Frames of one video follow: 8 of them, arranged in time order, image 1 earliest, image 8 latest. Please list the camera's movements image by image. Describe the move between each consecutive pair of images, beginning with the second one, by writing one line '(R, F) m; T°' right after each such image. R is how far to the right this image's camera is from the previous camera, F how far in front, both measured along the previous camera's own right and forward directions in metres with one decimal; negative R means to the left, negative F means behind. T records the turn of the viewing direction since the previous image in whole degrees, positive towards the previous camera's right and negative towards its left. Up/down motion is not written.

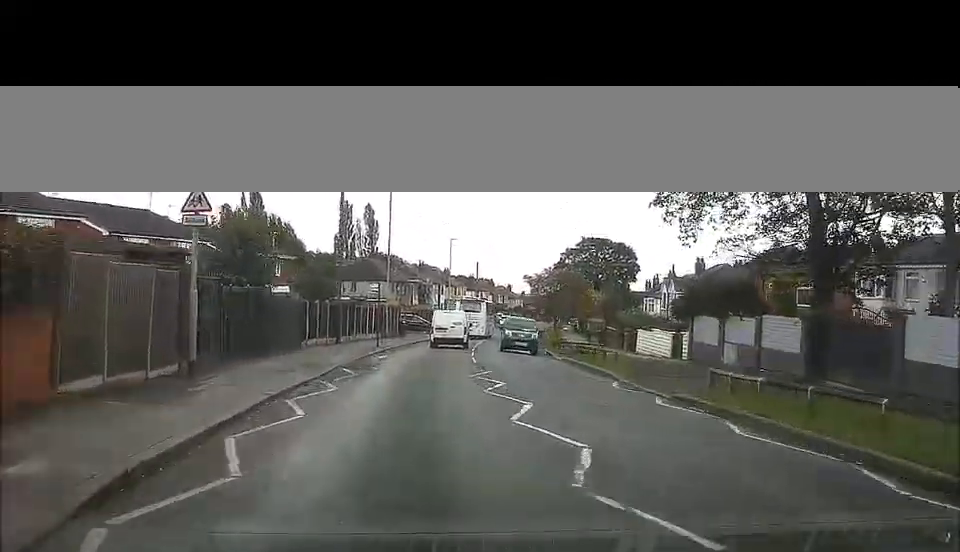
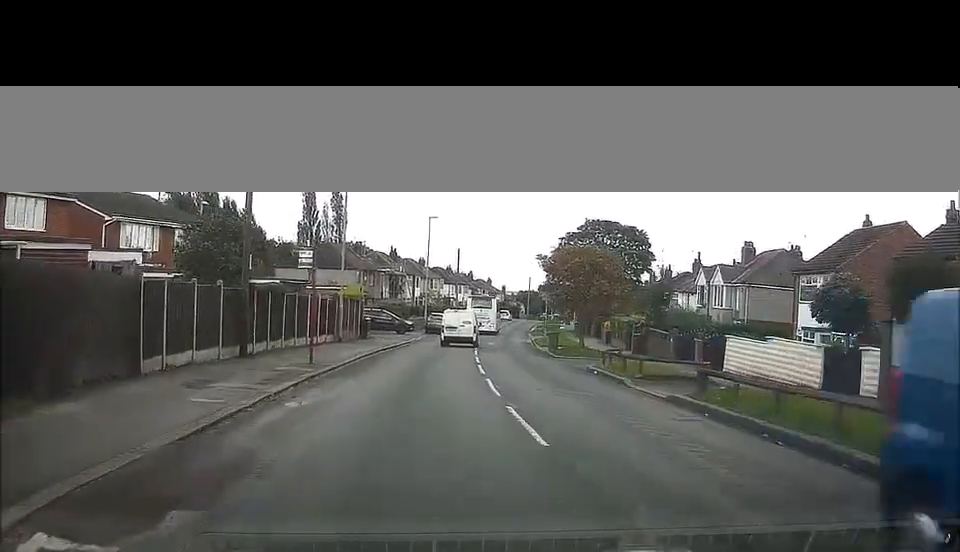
(+0.5, +16.8) m; +3°
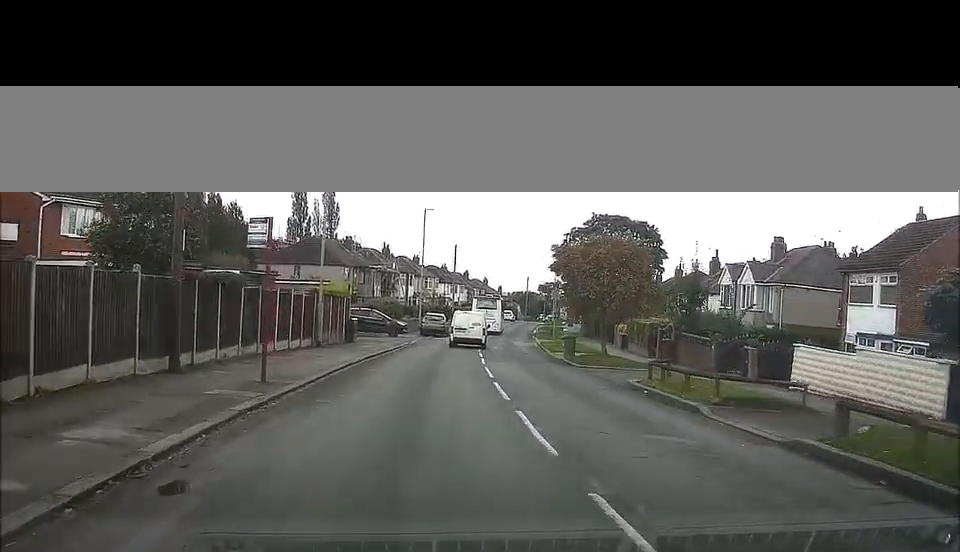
(0.0, +6.2) m; 0°
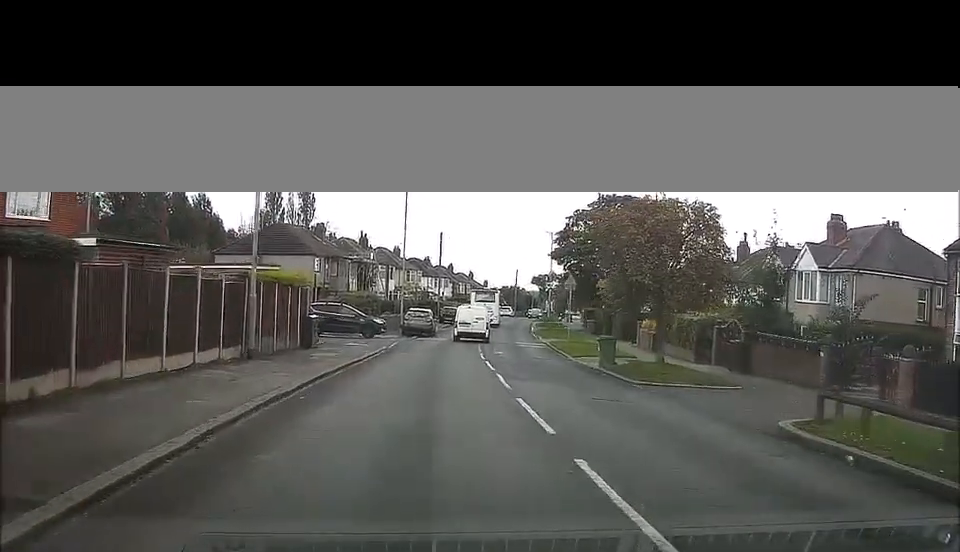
(+0.1, +10.3) m; 0°
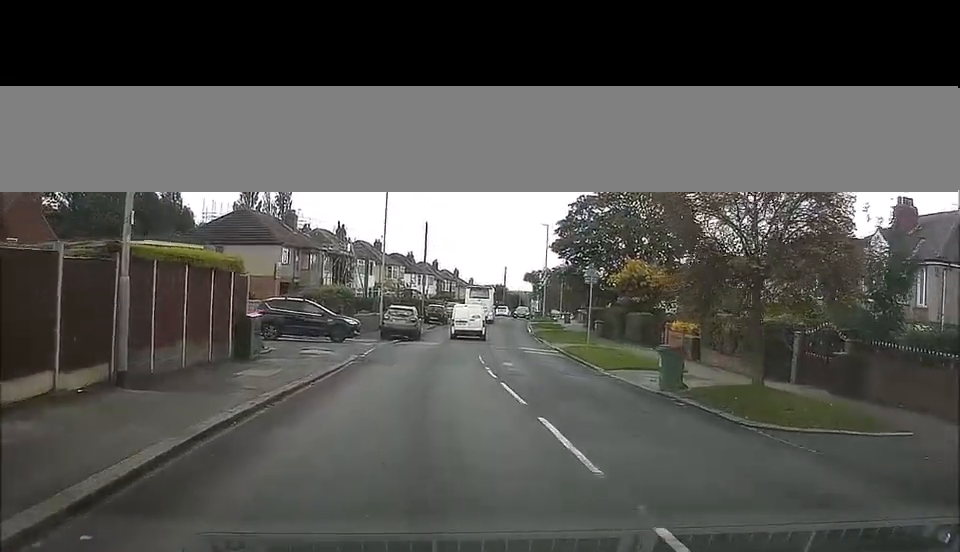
(0.0, +8.6) m; +1°
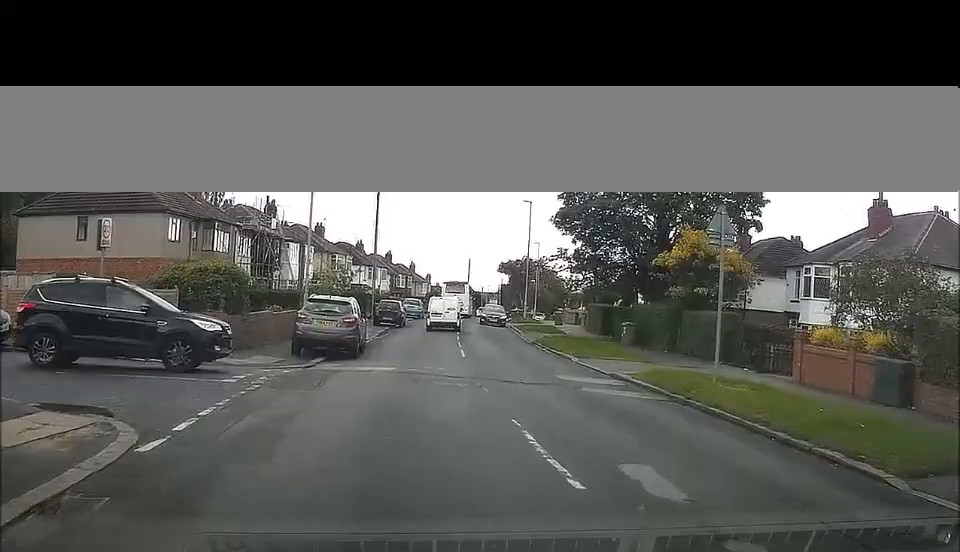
(+0.3, +18.3) m; +2°
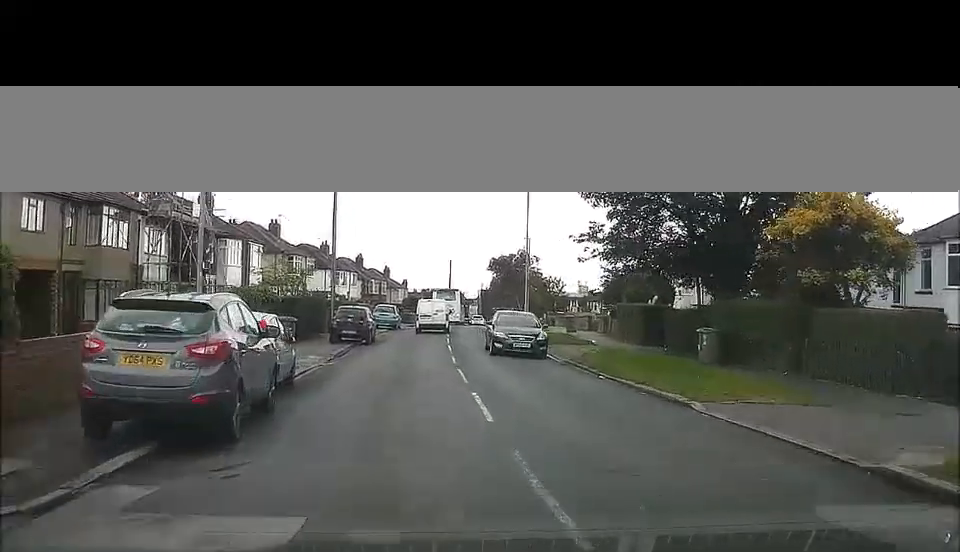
(+0.1, +13.5) m; +1°
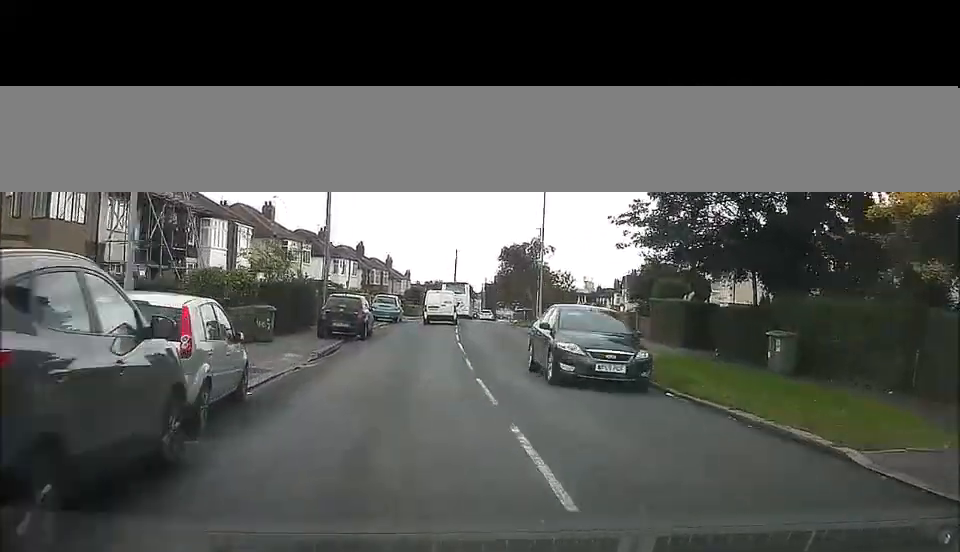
(0.0, +5.3) m; 0°
